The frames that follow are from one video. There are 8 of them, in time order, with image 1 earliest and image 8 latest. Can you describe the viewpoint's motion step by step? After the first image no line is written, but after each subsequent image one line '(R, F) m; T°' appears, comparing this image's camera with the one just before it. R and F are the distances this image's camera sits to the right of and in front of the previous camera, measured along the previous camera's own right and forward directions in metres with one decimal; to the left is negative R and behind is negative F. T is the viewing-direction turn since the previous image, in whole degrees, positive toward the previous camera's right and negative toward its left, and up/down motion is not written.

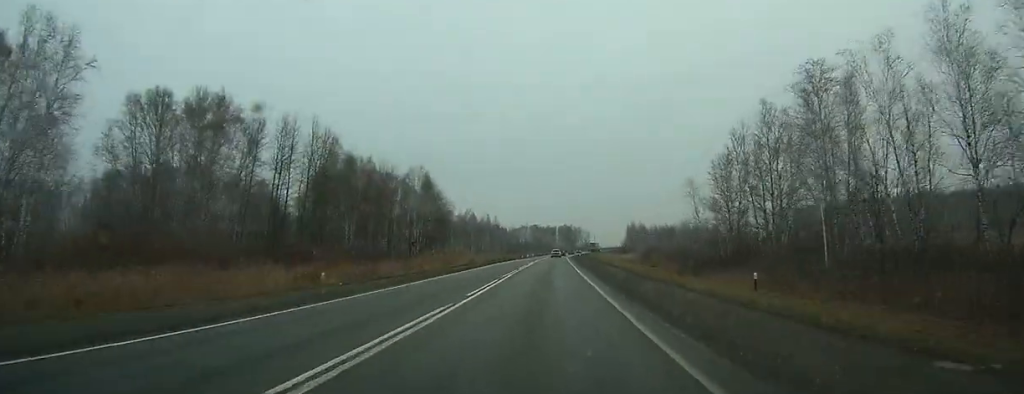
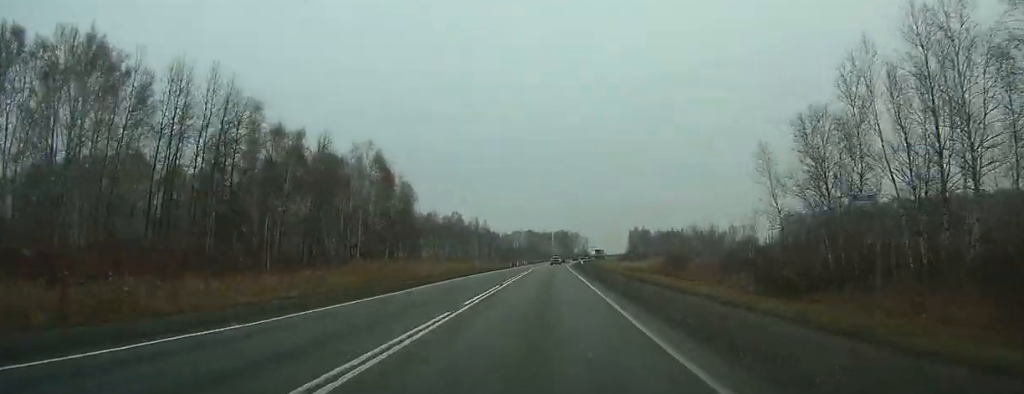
(0.0, +24.9) m; 0°
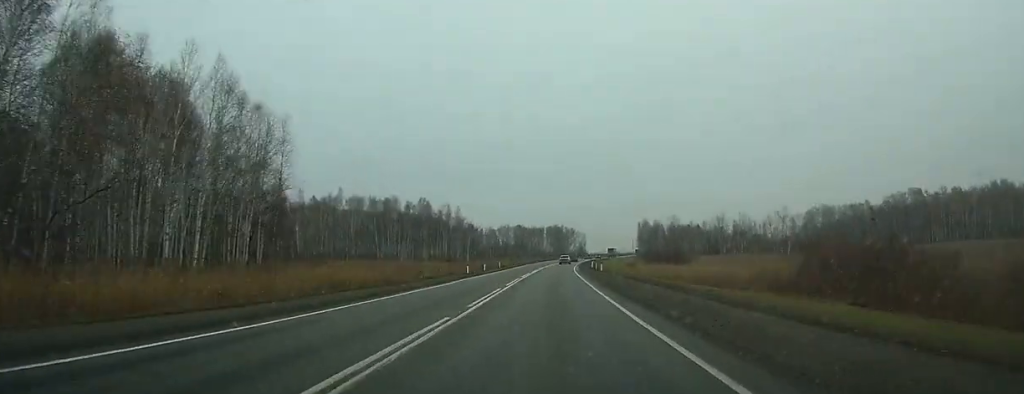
(+0.4, +48.0) m; +1°
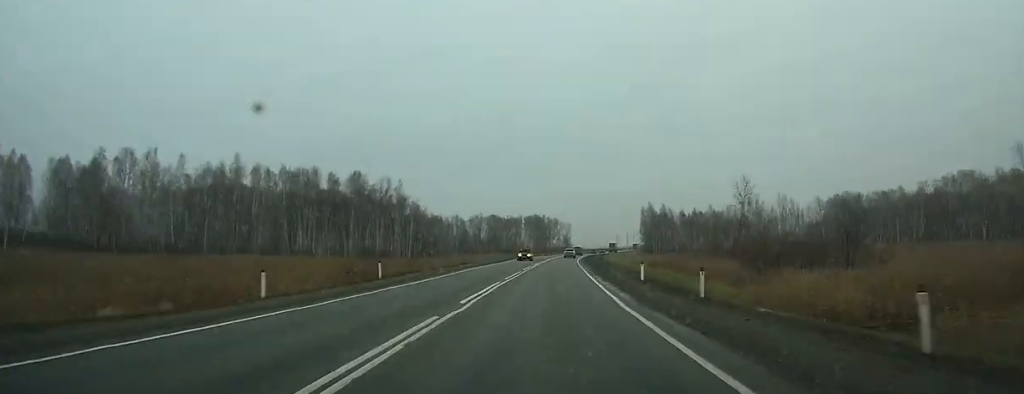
(+0.6, +49.2) m; +2°
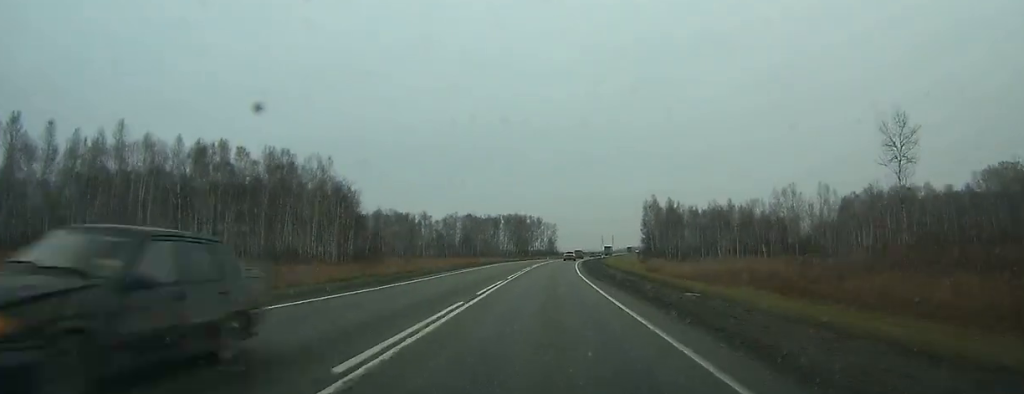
(+0.4, +32.4) m; +2°
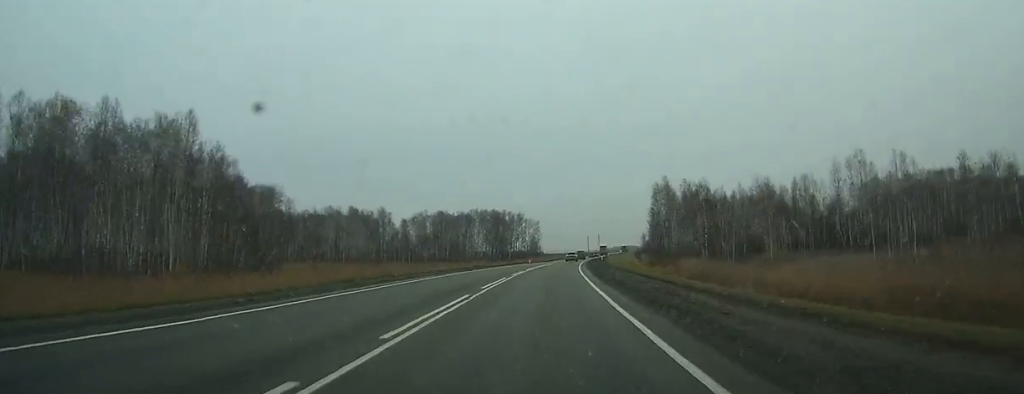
(+0.5, +33.8) m; +2°
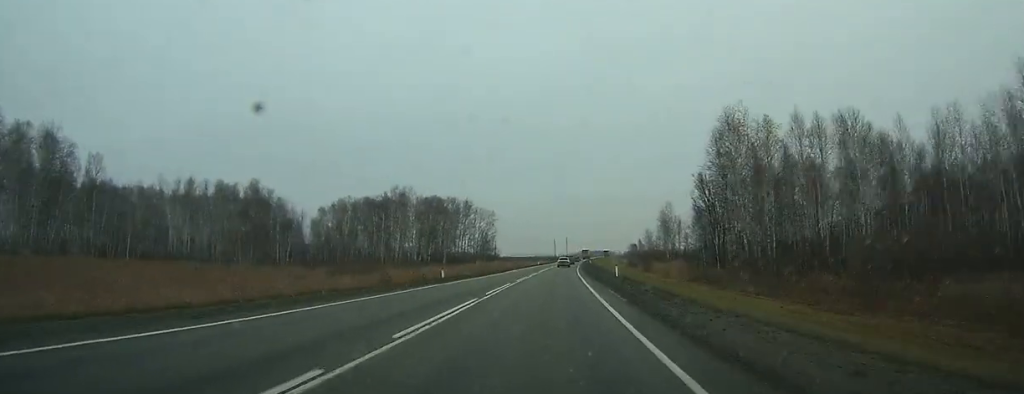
(+1.3, +58.3) m; +2°
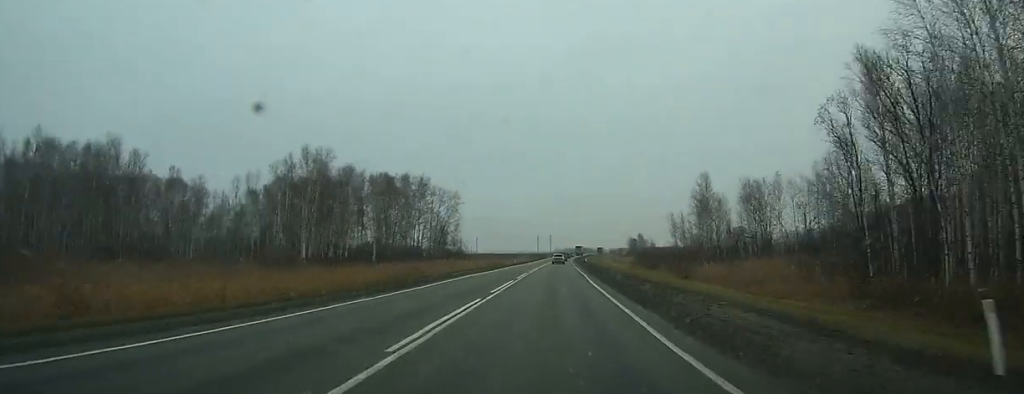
(+0.3, +35.7) m; +2°
